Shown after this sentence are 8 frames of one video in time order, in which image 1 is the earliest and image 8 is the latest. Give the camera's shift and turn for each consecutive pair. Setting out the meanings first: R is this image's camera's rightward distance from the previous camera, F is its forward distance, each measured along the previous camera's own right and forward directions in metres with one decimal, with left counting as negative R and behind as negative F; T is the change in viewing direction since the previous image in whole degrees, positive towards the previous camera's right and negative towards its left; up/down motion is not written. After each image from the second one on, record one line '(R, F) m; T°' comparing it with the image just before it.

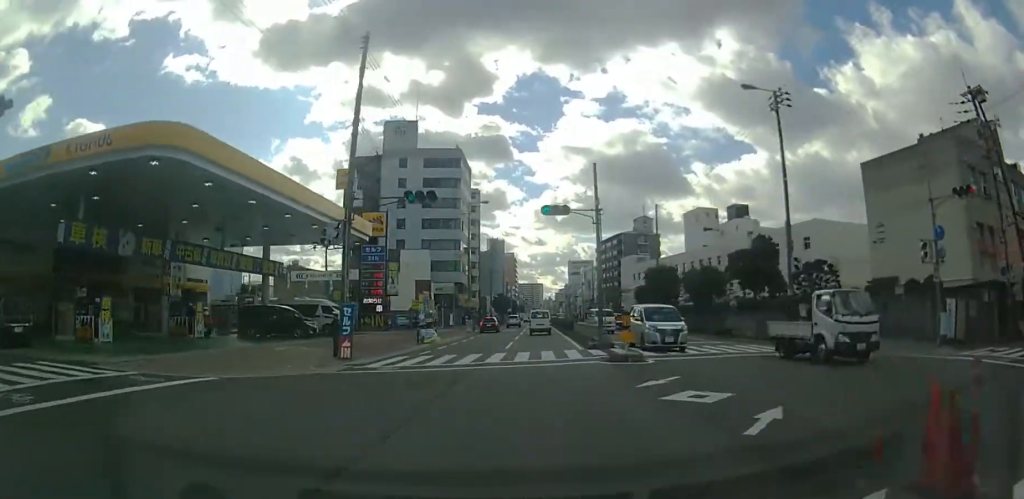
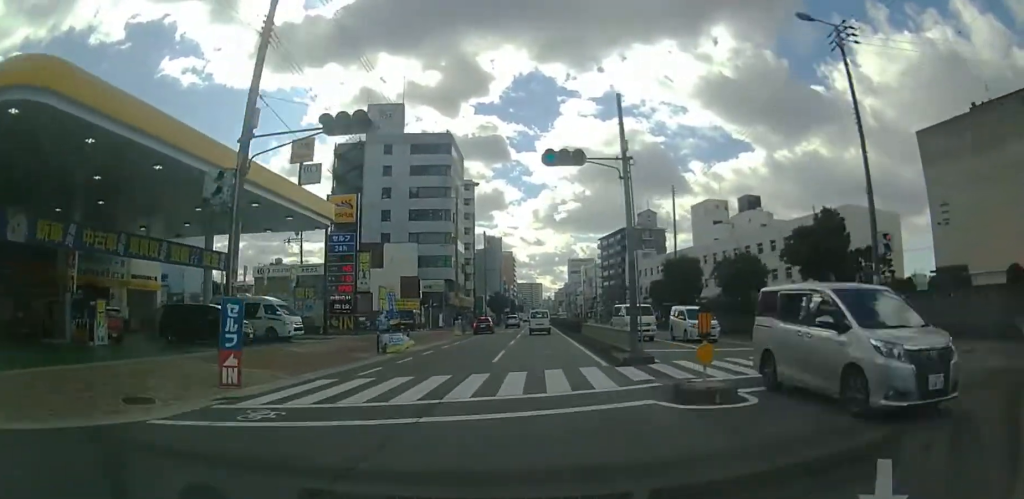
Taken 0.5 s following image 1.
(0.0, +7.8) m; 0°
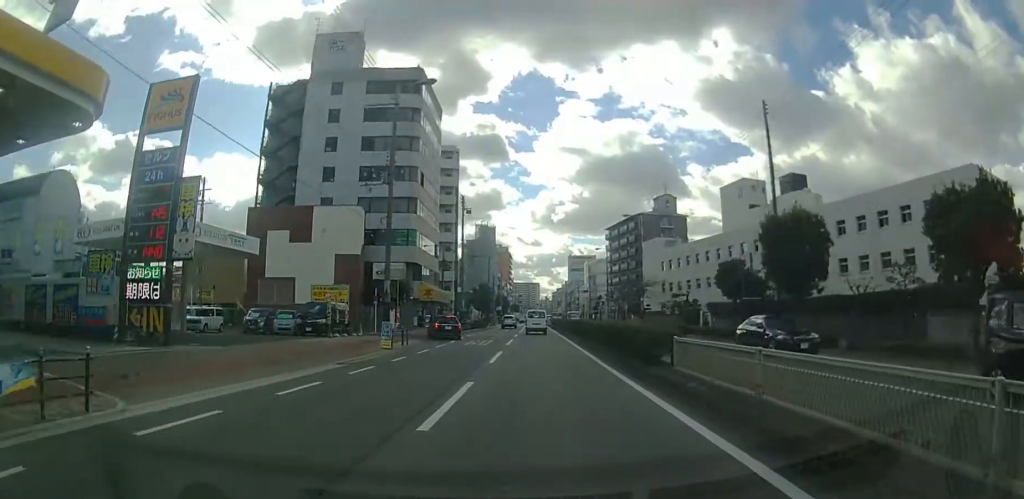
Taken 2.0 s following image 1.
(+0.2, +22.0) m; 0°
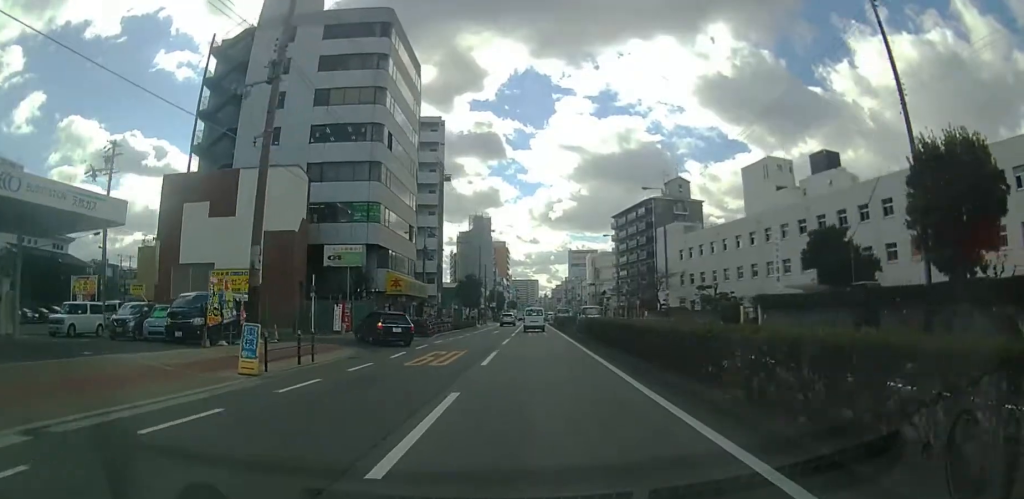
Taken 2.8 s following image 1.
(-0.1, +12.8) m; -1°
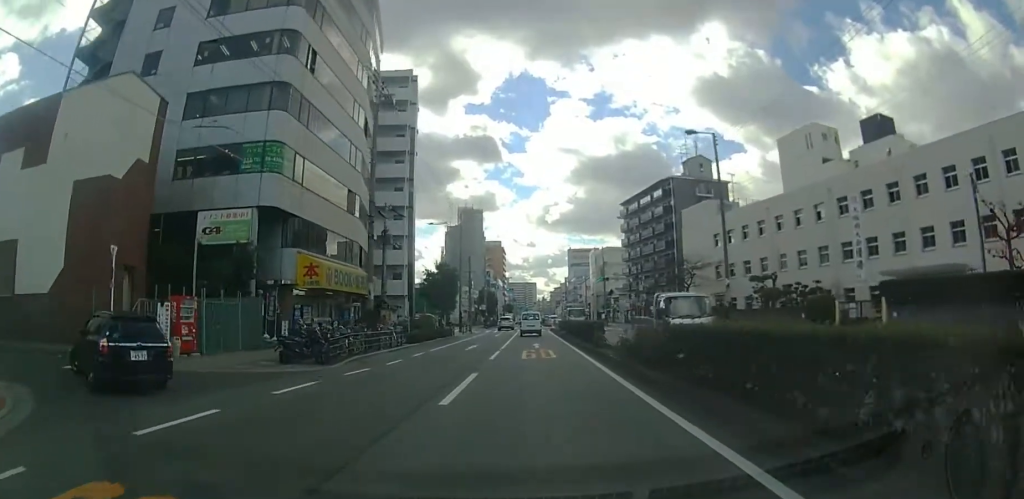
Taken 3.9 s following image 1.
(-0.3, +17.4) m; 0°
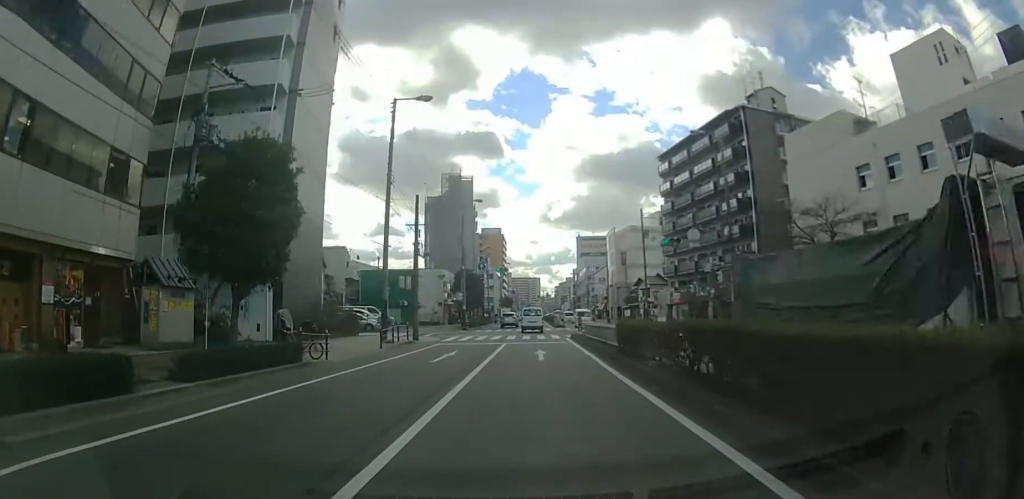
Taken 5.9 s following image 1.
(+0.5, +28.4) m; 0°
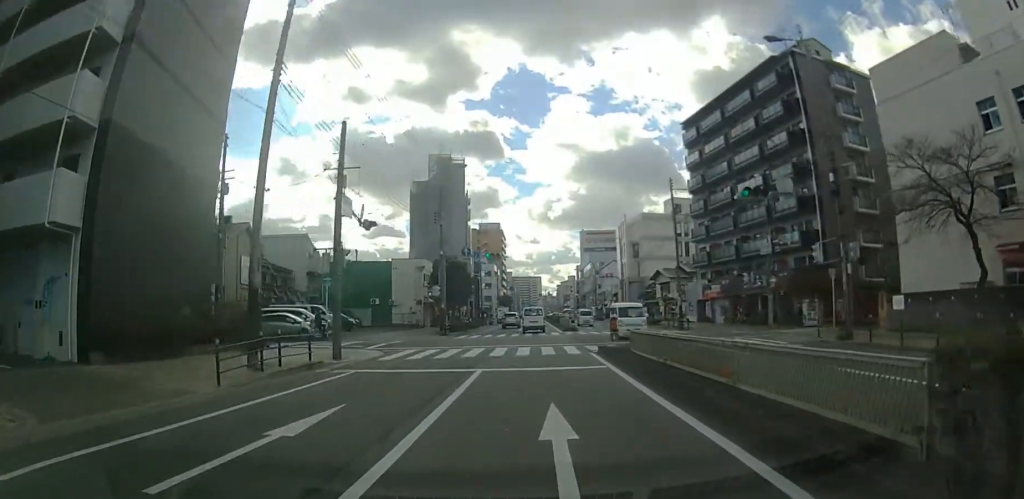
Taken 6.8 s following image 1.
(-0.1, +13.1) m; -1°
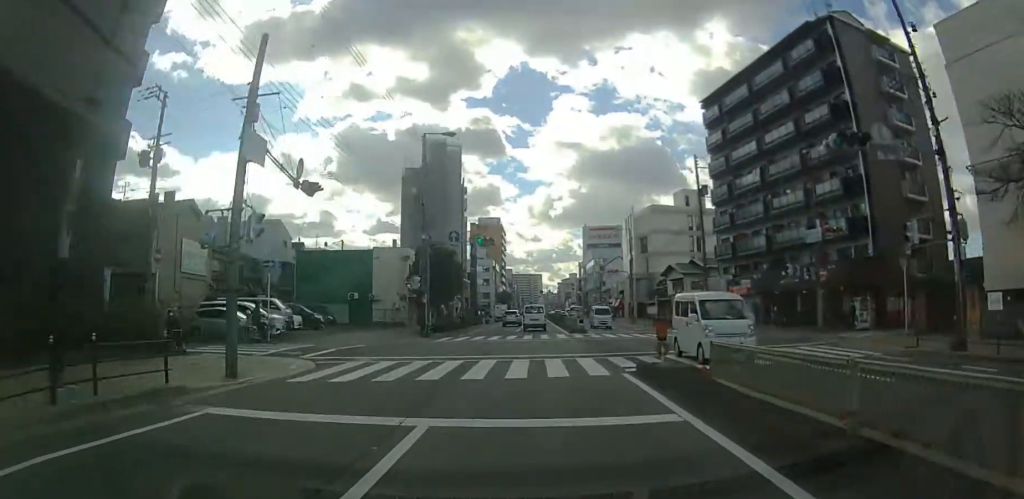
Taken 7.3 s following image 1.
(-0.1, +6.8) m; 0°
